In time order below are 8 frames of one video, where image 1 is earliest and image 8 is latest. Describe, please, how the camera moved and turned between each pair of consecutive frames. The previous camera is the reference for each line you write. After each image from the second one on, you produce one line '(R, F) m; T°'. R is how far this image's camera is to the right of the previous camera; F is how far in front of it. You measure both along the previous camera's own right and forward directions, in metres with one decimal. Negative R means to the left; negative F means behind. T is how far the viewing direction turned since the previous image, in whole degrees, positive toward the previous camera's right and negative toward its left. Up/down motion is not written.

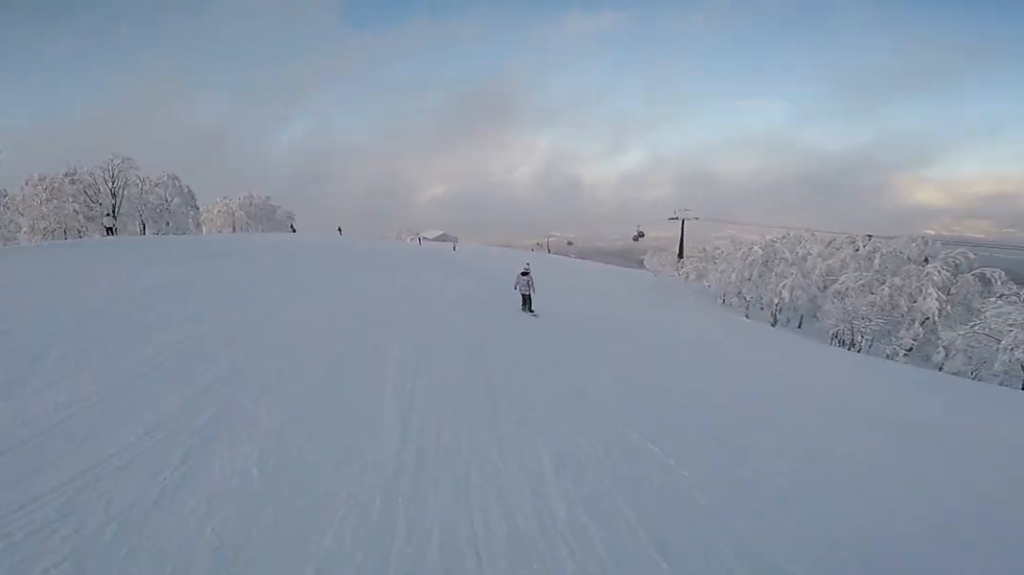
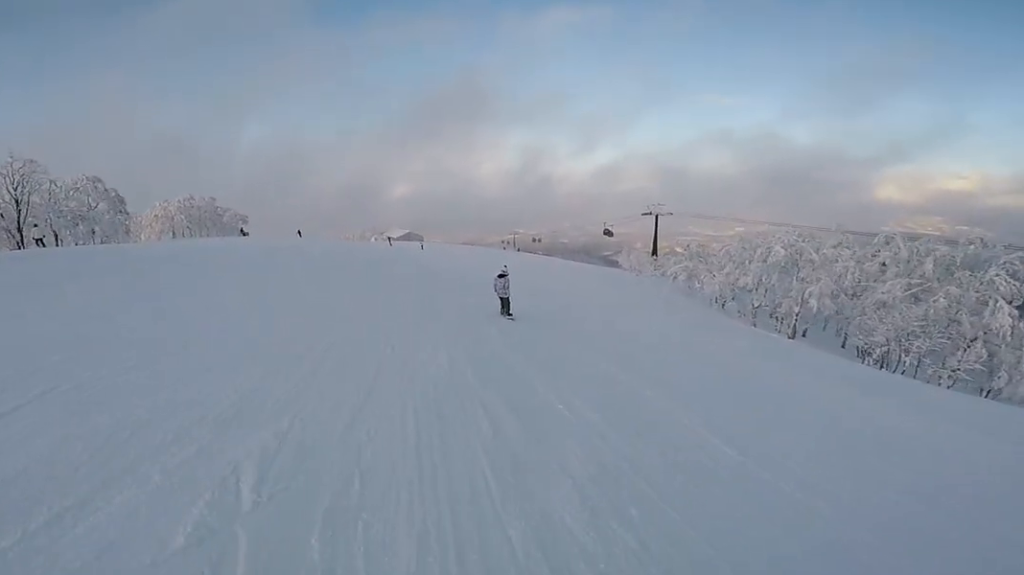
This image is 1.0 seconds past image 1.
(+0.3, +6.1) m; +7°
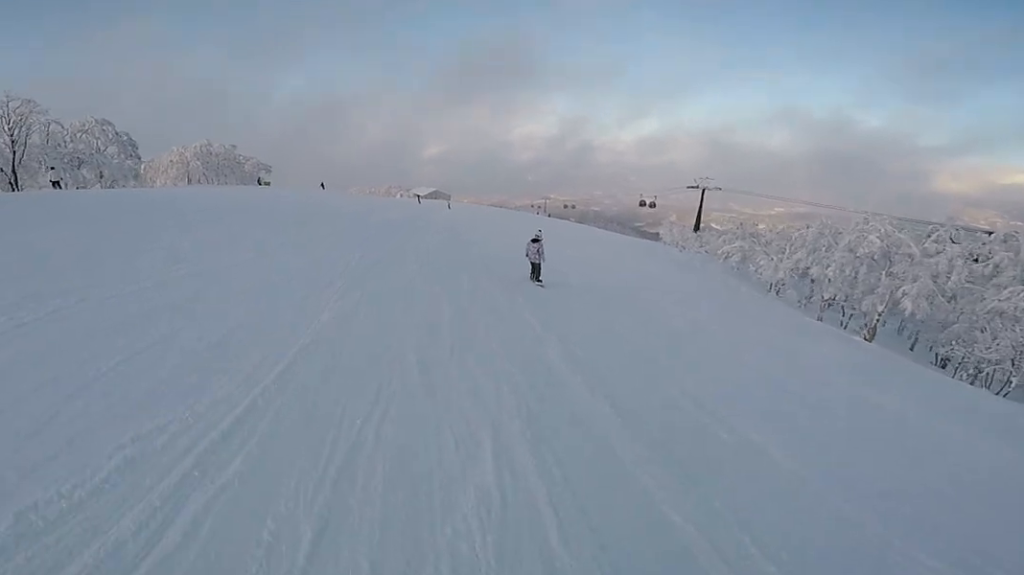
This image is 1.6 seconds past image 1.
(+0.7, +3.9) m; 0°
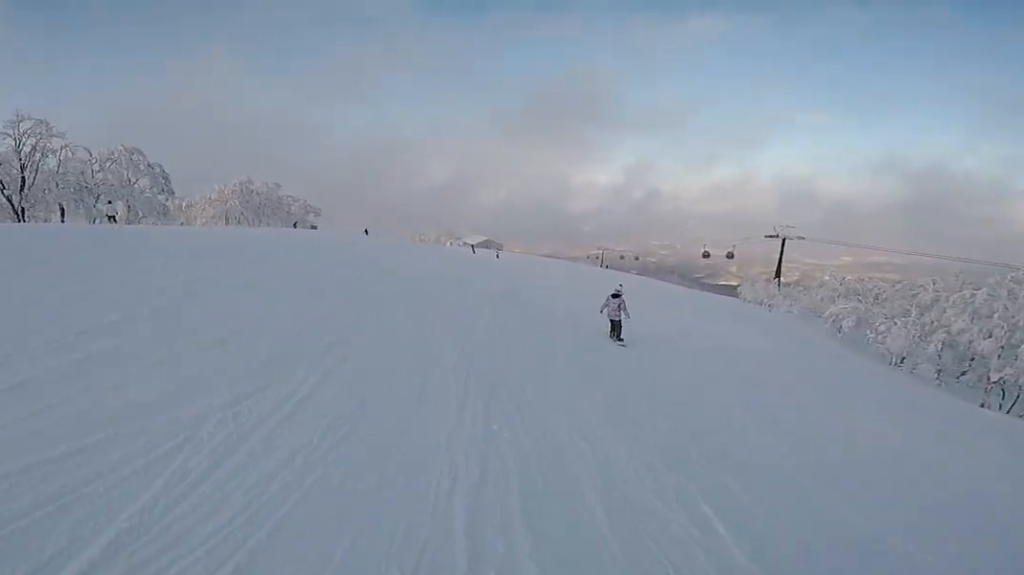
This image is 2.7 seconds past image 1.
(-1.0, +6.5) m; -10°
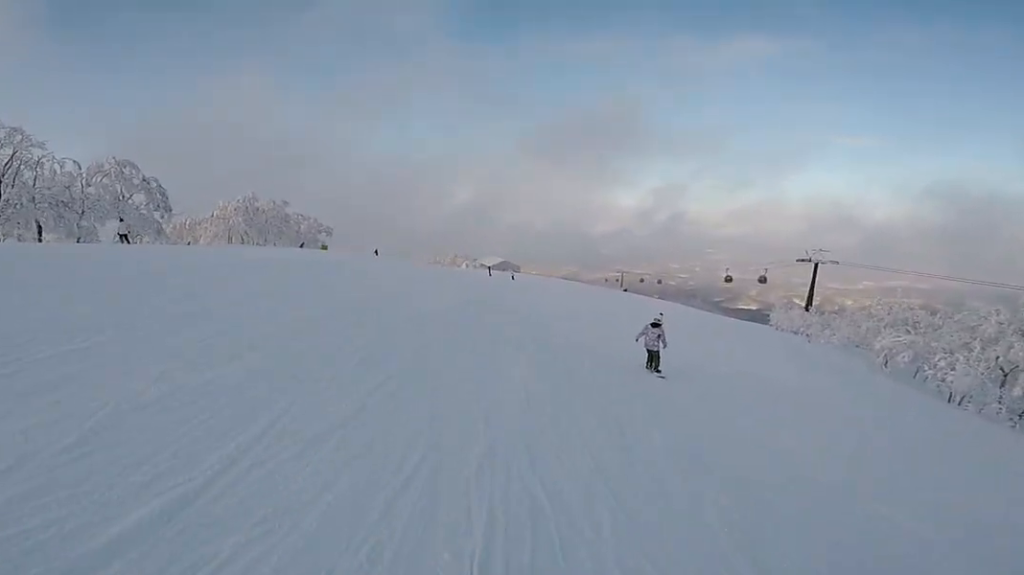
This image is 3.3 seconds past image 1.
(0.0, +3.7) m; +6°
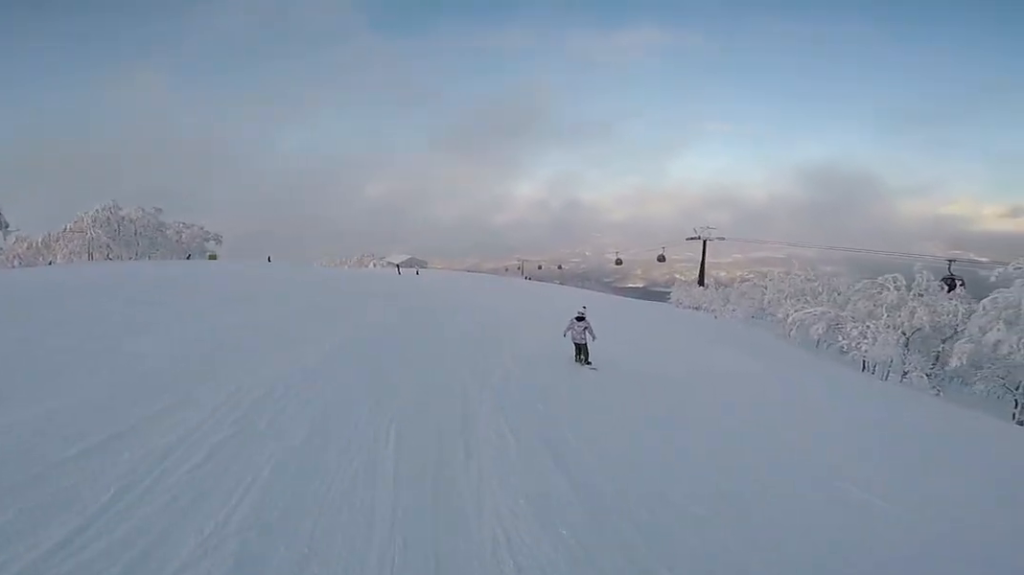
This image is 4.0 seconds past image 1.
(+0.3, +4.8) m; +4°
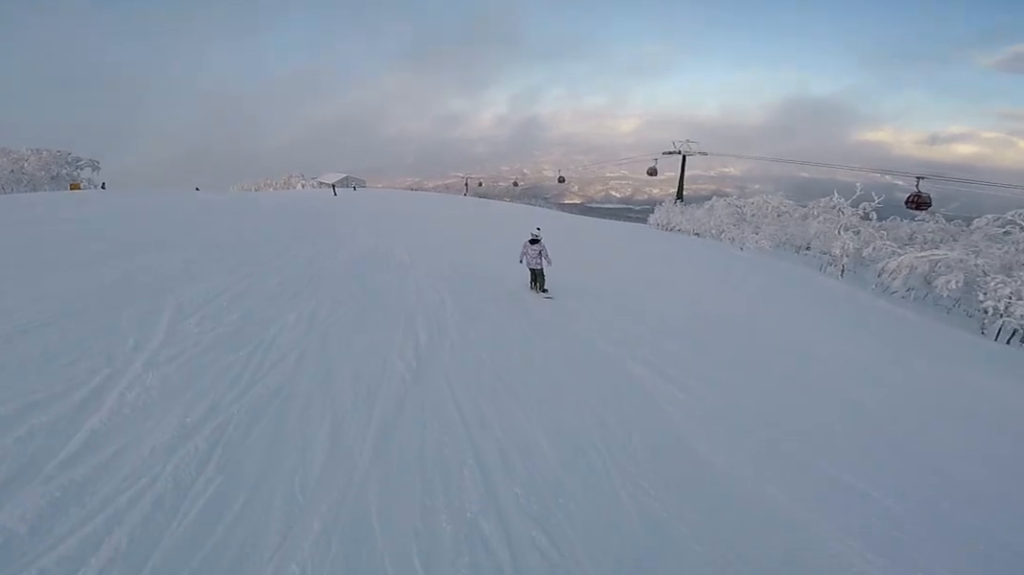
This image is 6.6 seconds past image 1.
(+0.7, +16.2) m; 0°
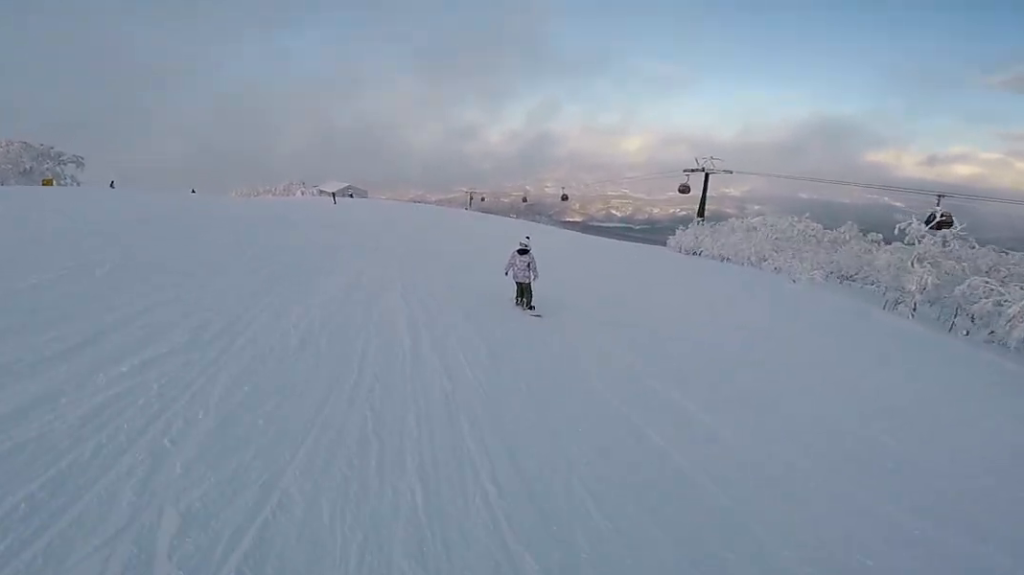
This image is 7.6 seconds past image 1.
(-0.9, +6.2) m; 0°
